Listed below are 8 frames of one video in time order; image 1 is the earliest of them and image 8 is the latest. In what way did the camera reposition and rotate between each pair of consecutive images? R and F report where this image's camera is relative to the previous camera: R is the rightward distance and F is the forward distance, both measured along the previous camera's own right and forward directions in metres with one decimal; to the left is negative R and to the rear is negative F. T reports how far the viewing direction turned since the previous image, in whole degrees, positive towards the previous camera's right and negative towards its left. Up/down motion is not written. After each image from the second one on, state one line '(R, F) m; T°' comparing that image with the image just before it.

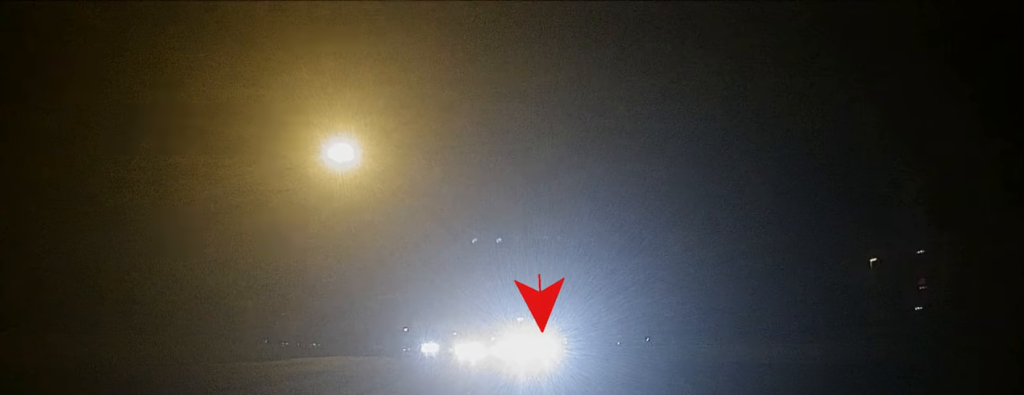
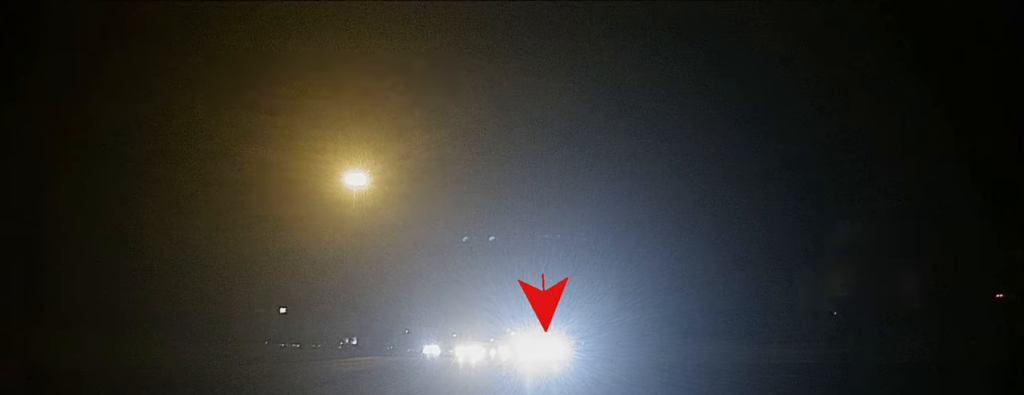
(+0.1, +20.9) m; 0°
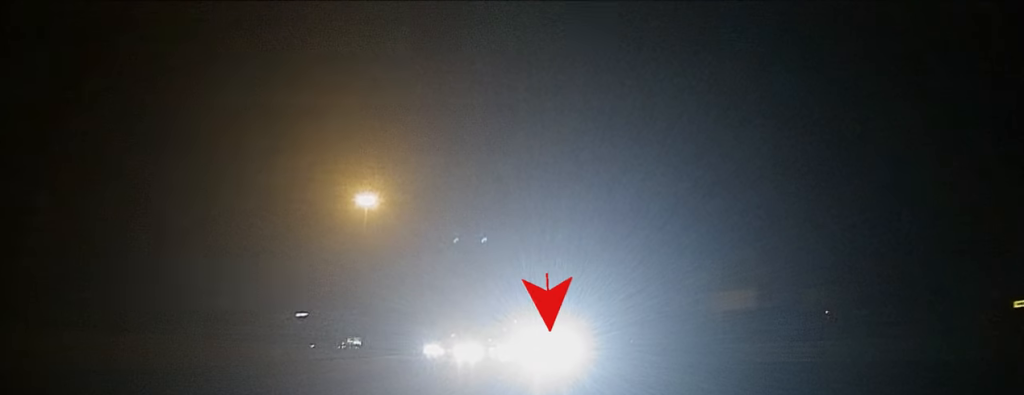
(0.0, +23.9) m; 0°
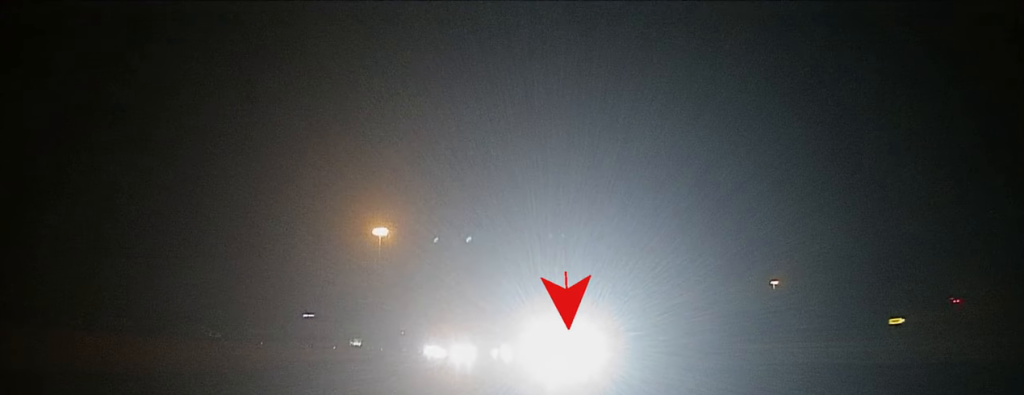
(+0.3, +48.5) m; +1°
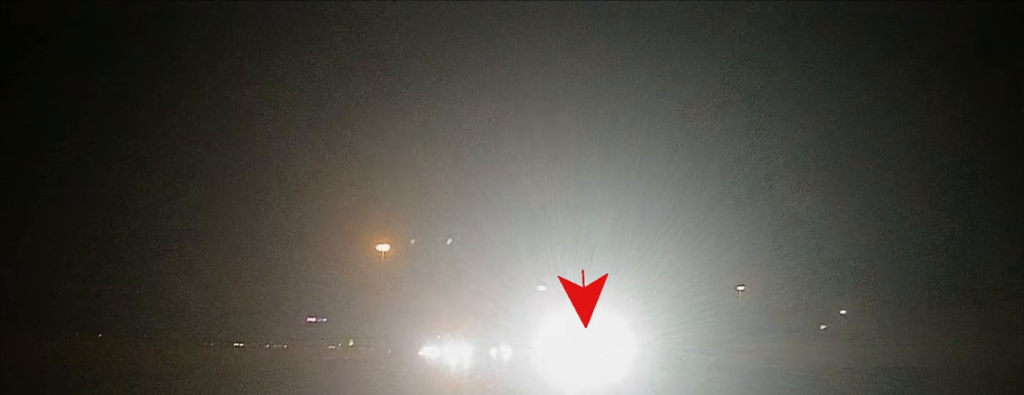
(+0.2, +41.1) m; +1°
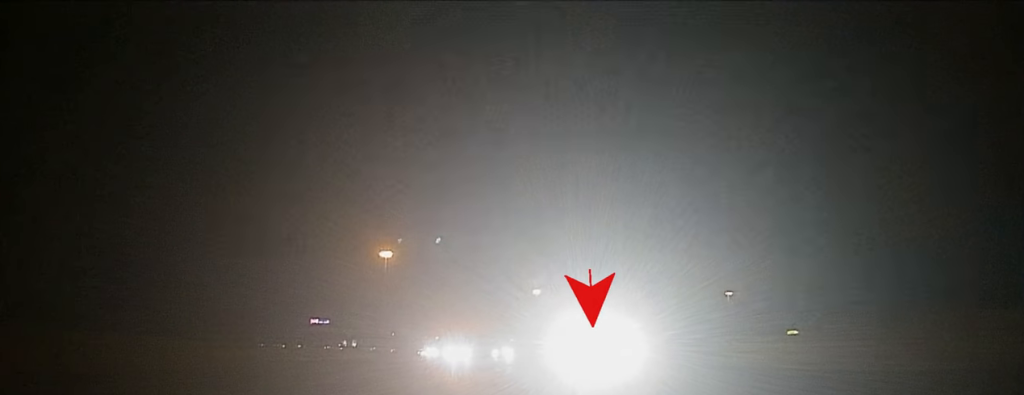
(0.0, +17.4) m; 0°
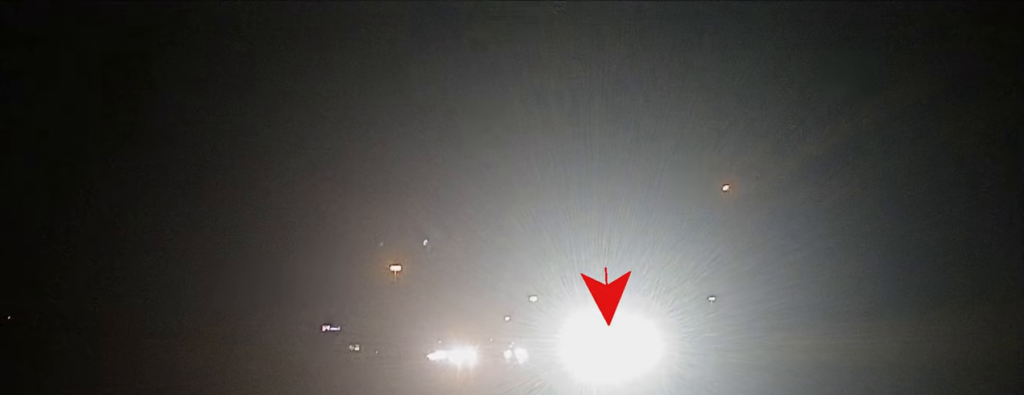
(0.0, +40.0) m; 0°
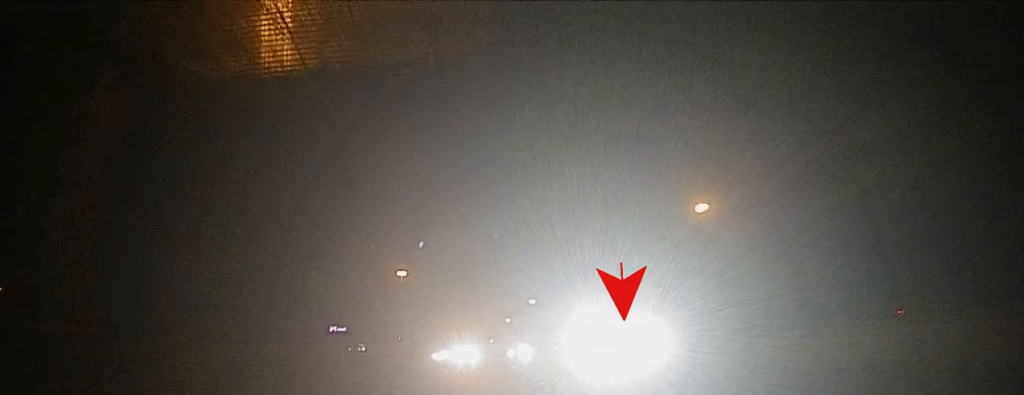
(-0.1, +28.1) m; 0°
